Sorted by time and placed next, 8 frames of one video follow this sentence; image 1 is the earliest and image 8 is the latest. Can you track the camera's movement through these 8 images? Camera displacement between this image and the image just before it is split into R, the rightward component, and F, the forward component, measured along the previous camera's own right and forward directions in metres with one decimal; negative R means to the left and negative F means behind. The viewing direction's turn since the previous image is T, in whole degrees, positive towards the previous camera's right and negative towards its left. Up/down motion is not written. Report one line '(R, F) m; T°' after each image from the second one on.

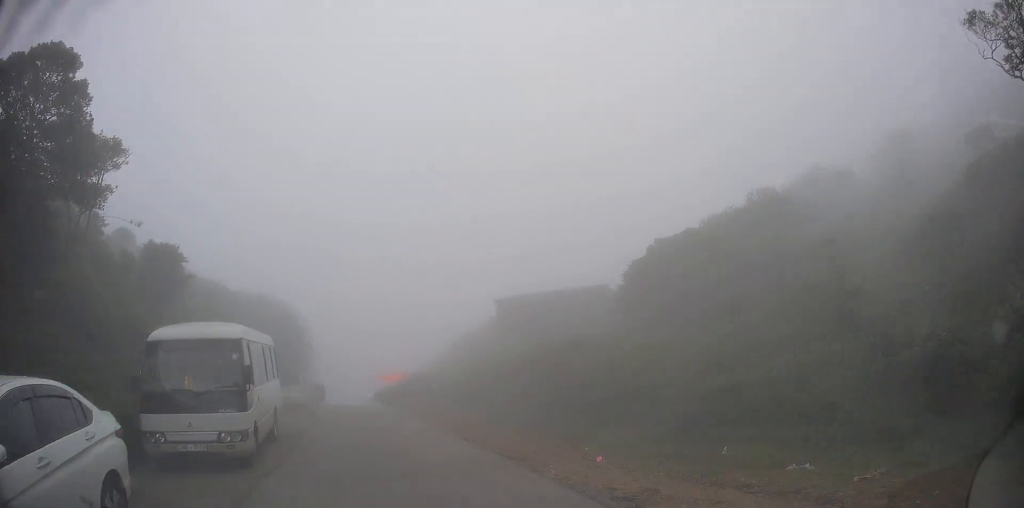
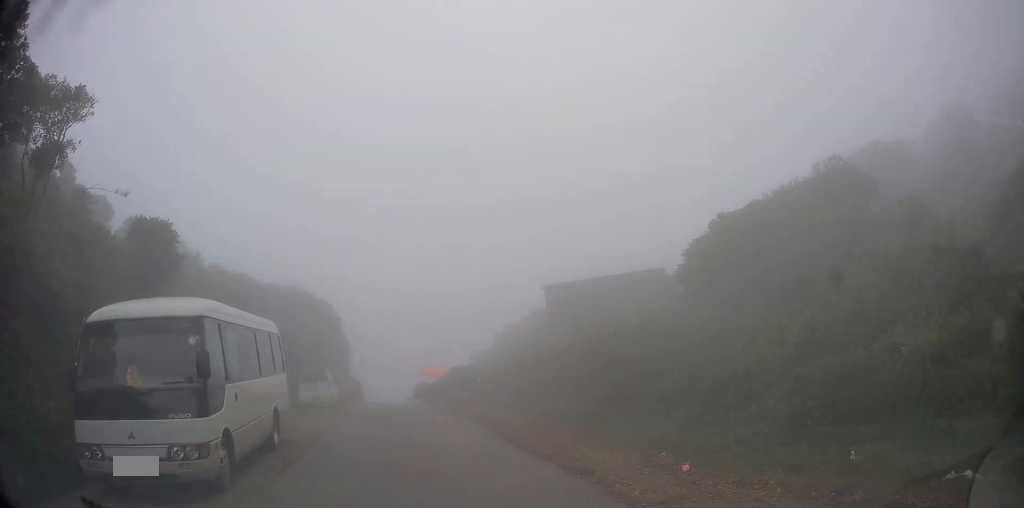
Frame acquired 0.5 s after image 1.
(-0.1, +3.3) m; -2°
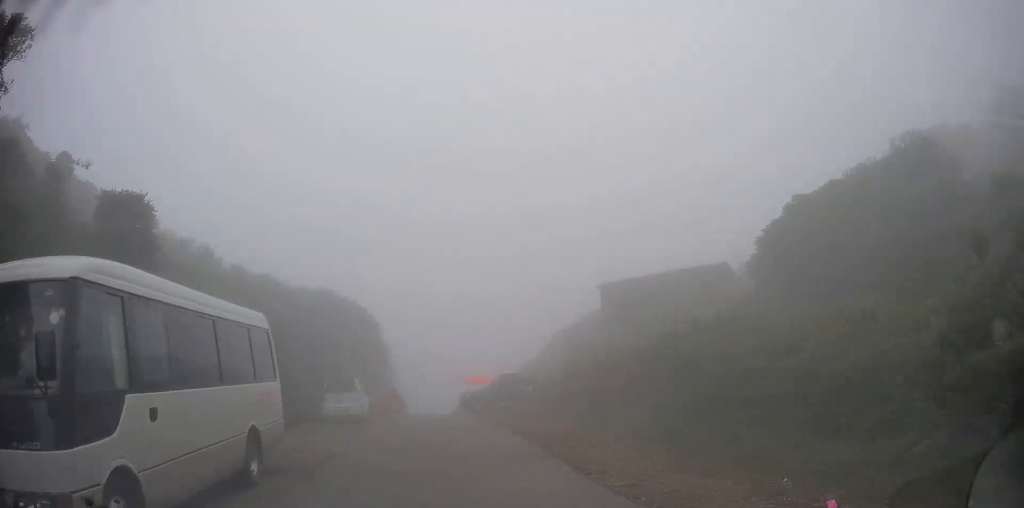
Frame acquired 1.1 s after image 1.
(0.0, +3.8) m; -2°
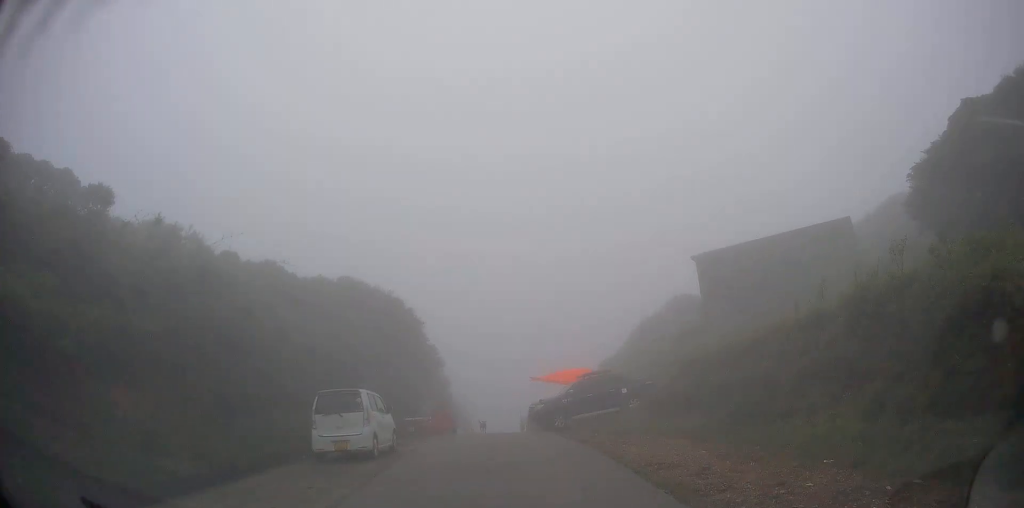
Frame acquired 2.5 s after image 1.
(-0.5, +8.2) m; -8°
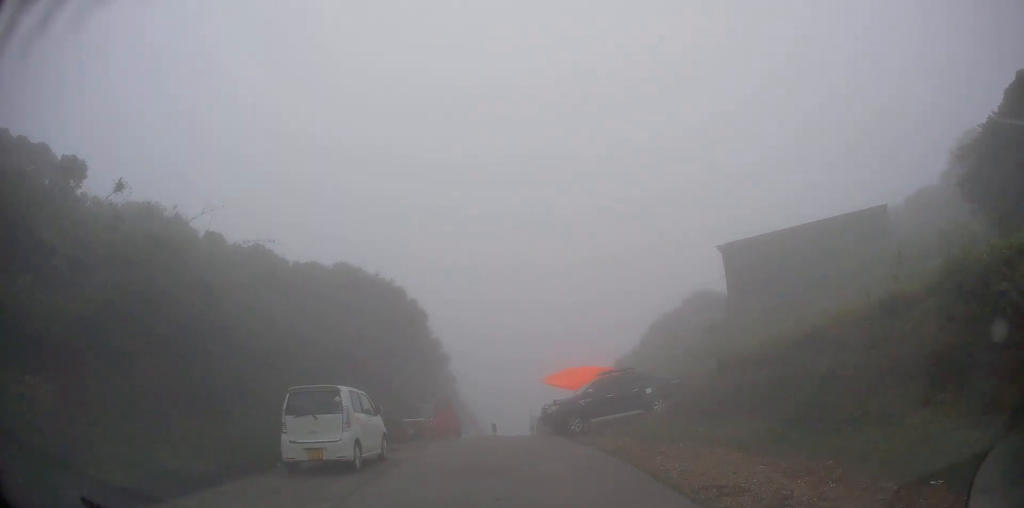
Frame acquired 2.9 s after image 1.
(-0.1, +2.5) m; -3°
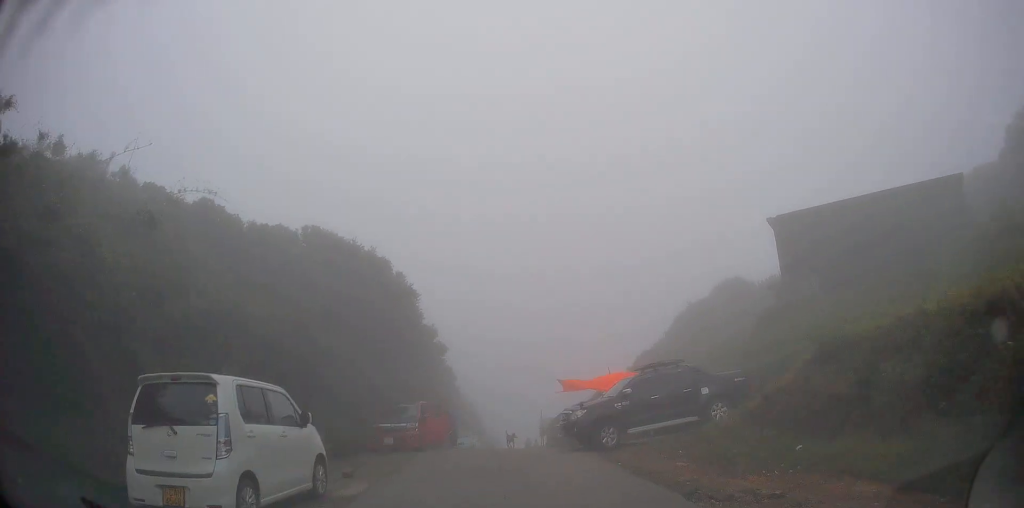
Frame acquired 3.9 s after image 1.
(-0.3, +5.6) m; -3°
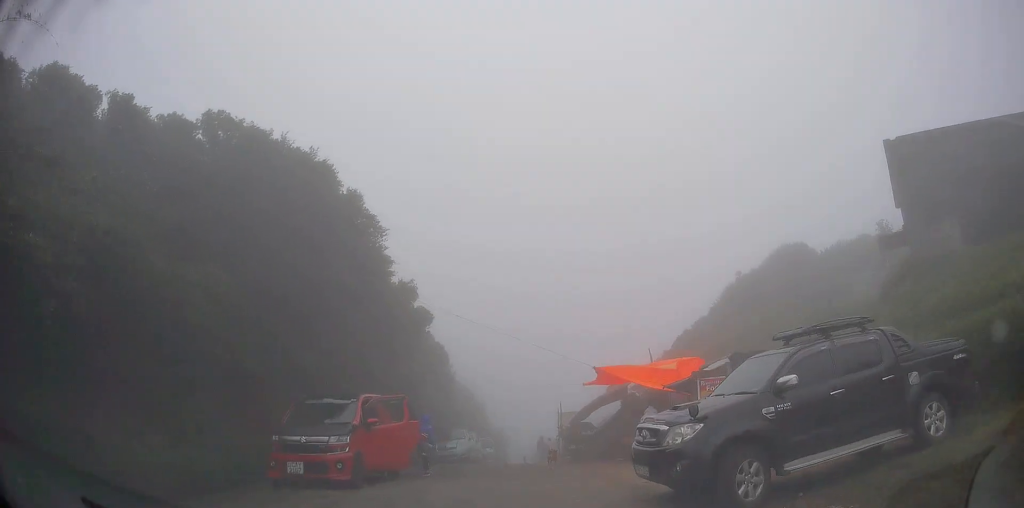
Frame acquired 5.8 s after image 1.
(+0.1, +8.3) m; +2°
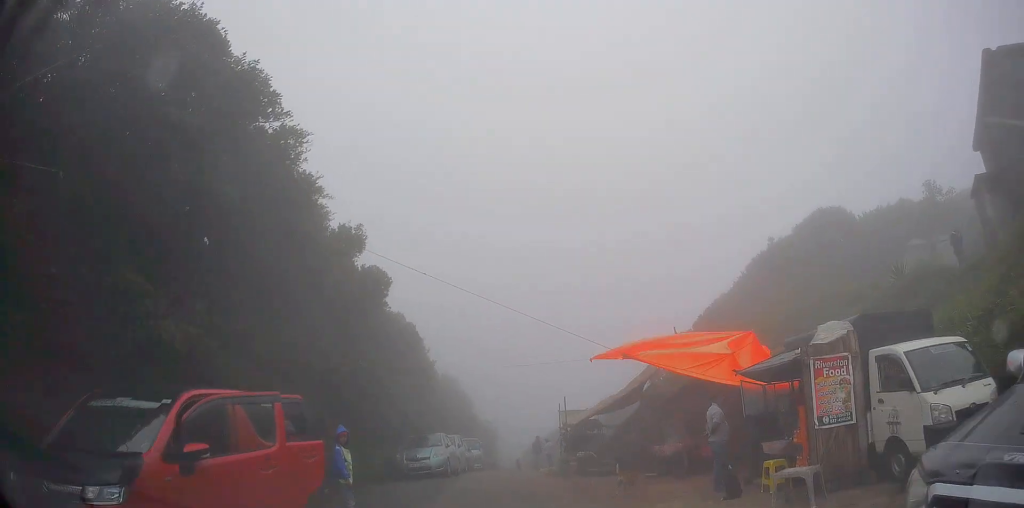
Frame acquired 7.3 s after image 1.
(+0.1, +5.4) m; +2°
